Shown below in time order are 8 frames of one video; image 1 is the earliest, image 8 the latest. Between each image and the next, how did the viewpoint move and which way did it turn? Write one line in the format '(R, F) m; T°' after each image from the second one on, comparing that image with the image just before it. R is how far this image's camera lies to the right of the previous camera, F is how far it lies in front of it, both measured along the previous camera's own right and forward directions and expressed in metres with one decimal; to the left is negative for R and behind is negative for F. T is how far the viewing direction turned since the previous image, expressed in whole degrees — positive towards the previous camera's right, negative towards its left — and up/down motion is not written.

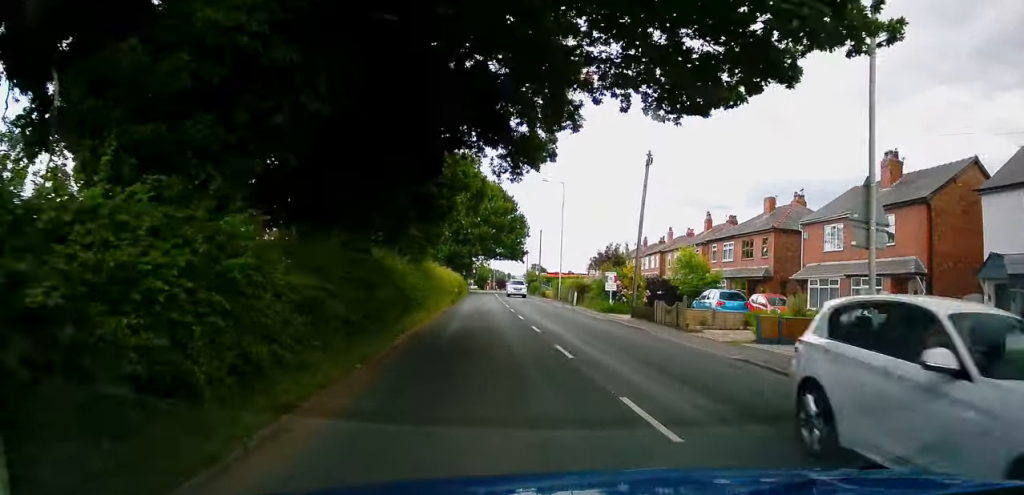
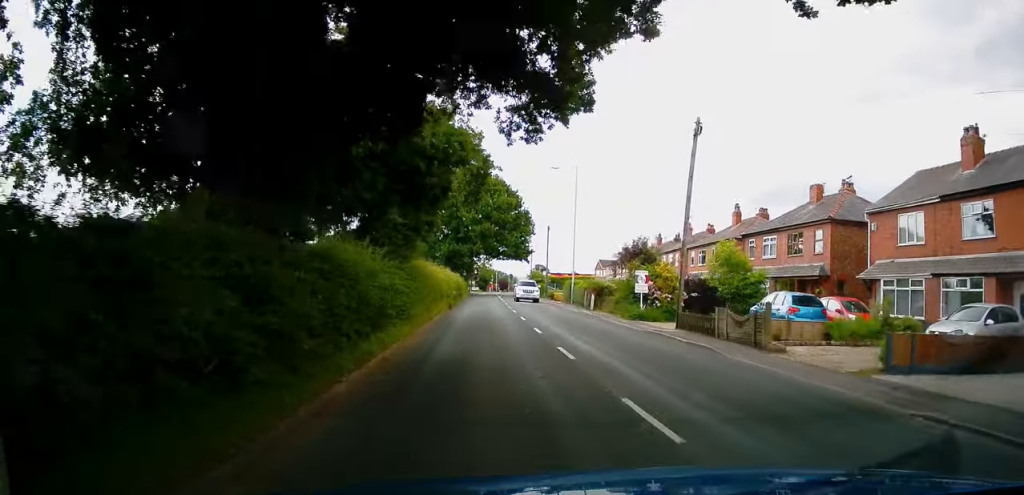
(0.0, +5.7) m; 0°
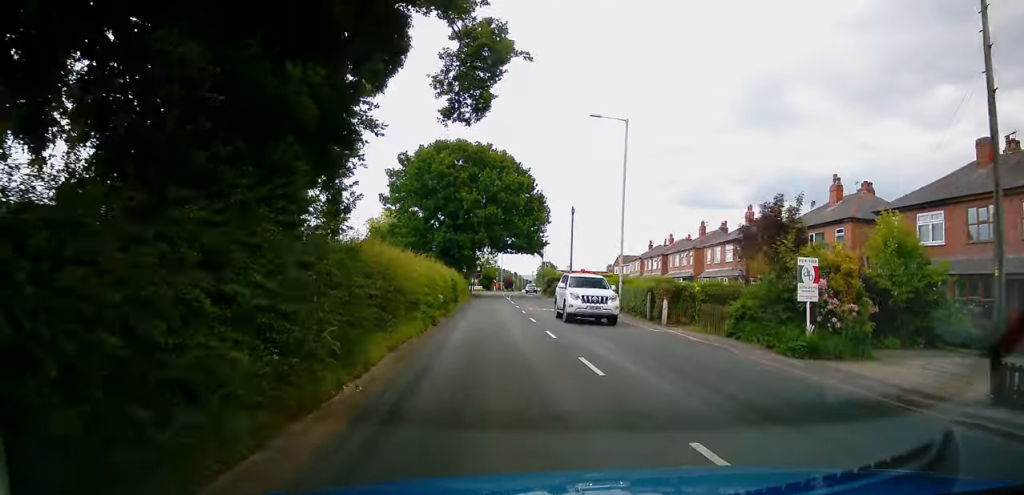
(-0.5, +14.4) m; -2°
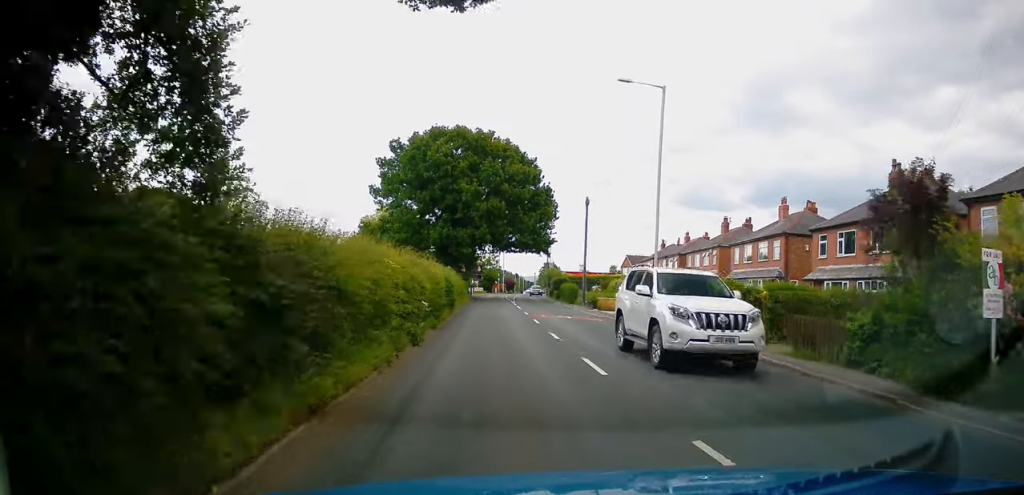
(0.0, +5.8) m; 0°
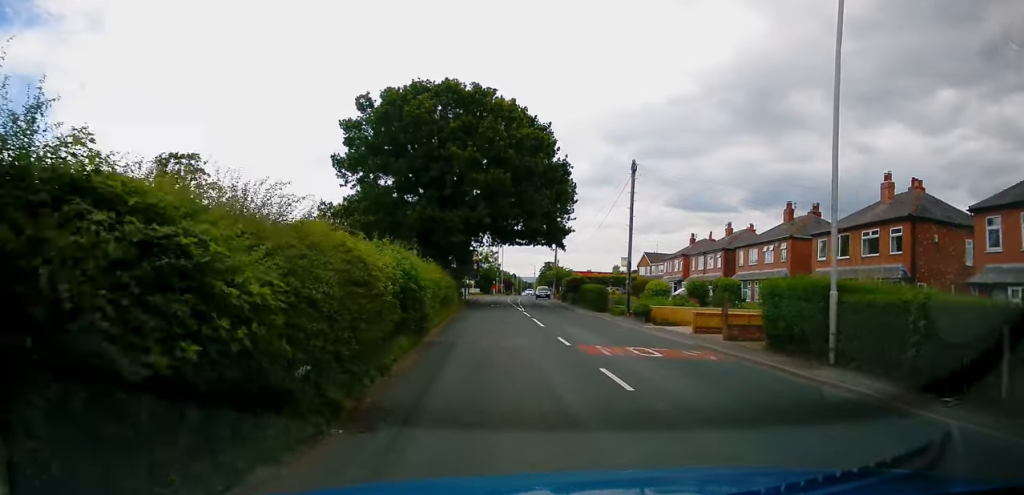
(0.0, +13.4) m; 0°
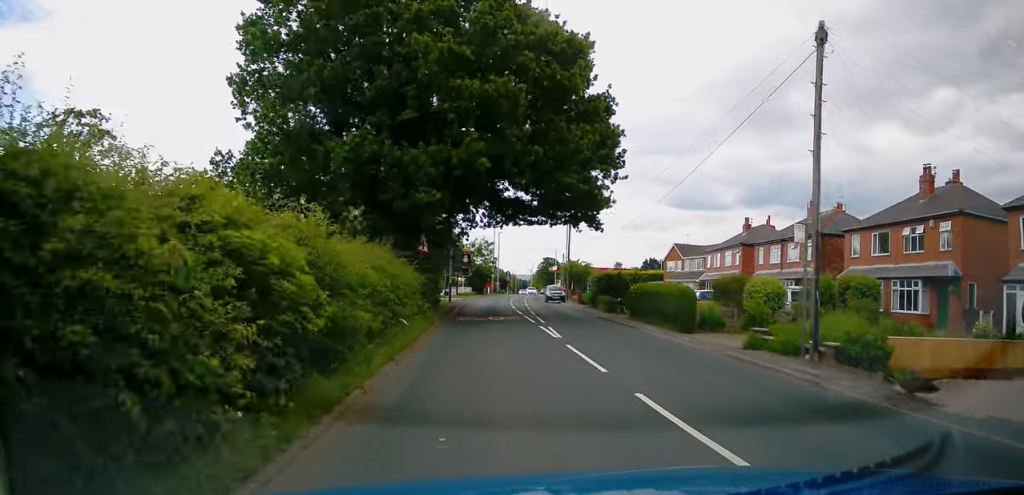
(0.0, +17.2) m; +2°
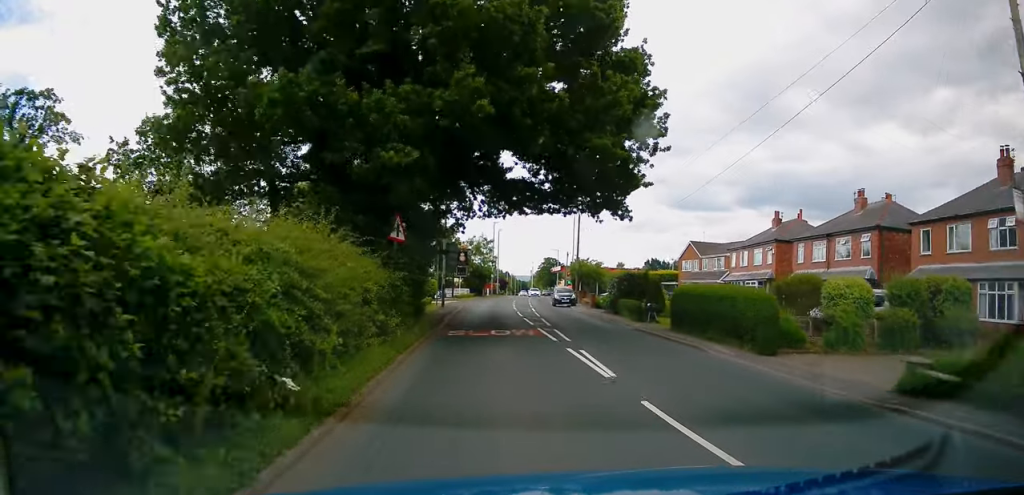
(+0.1, +6.2) m; 0°
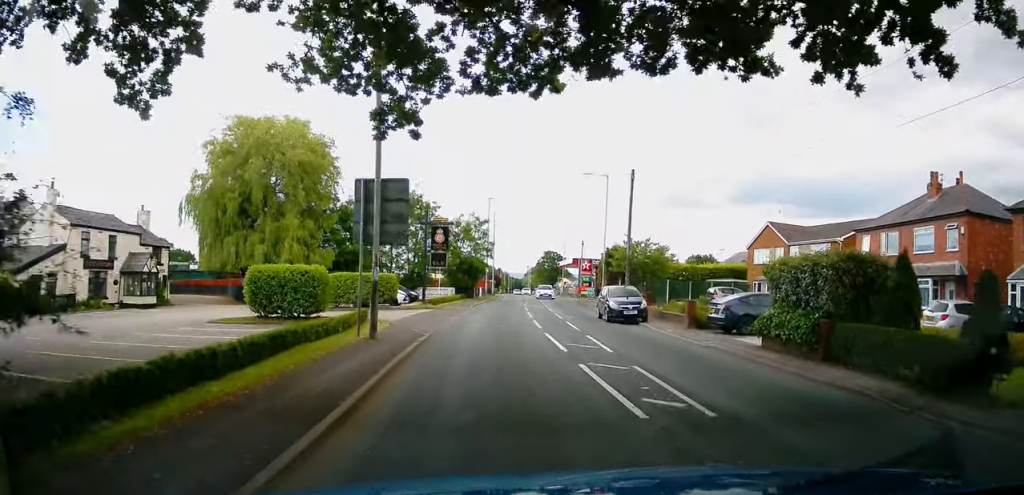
(-0.1, +21.3) m; 0°
